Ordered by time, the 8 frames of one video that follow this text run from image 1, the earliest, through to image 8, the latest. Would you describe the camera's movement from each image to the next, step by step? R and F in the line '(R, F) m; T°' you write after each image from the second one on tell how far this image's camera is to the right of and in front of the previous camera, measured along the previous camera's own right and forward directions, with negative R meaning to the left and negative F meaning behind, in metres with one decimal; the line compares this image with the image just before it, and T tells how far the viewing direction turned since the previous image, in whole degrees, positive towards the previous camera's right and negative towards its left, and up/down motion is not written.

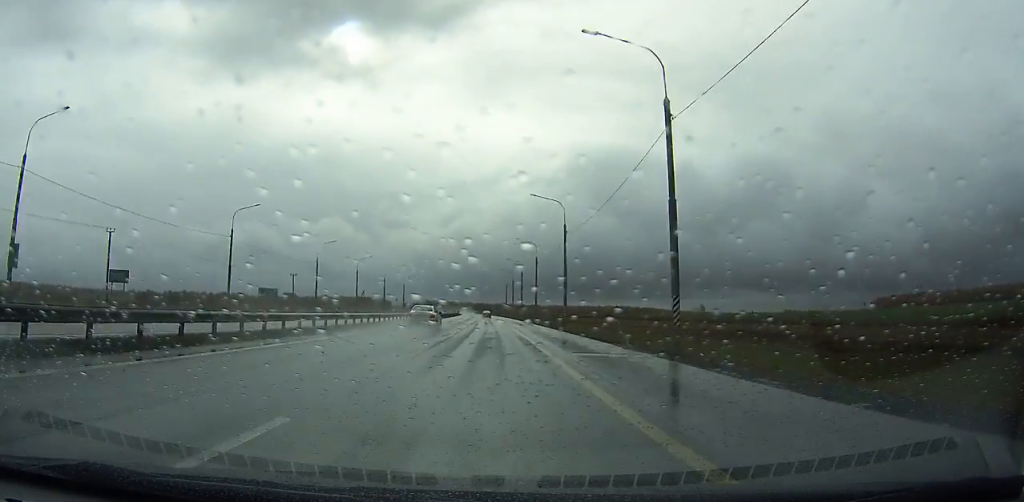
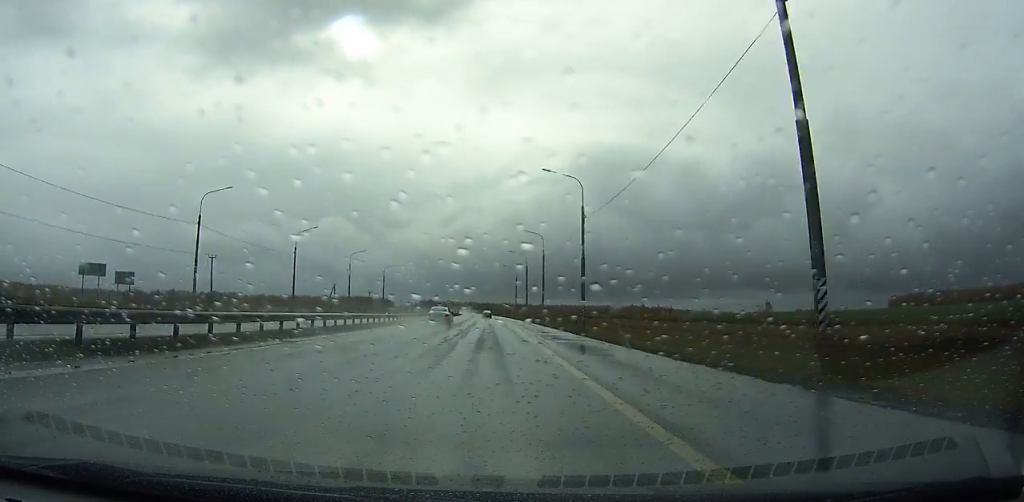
(-0.1, +39.0) m; -1°
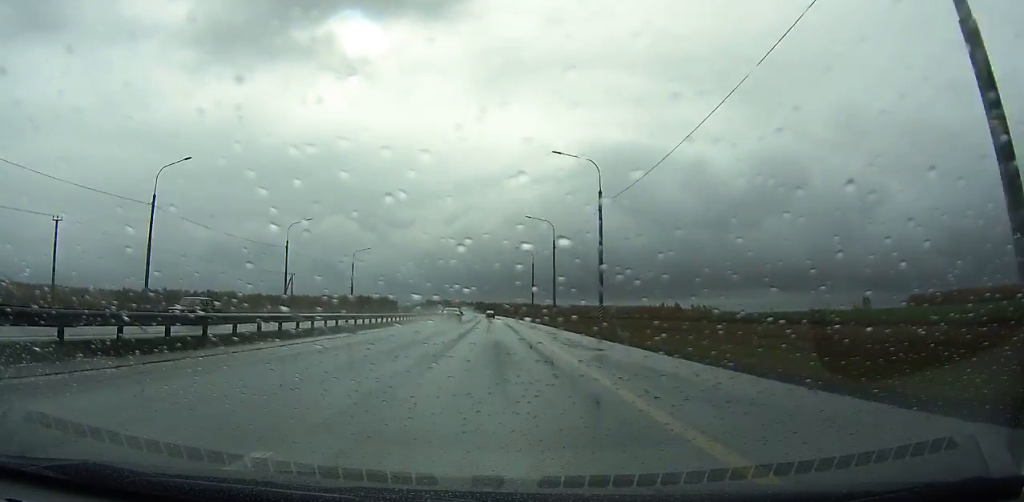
(-0.3, +36.2) m; 0°
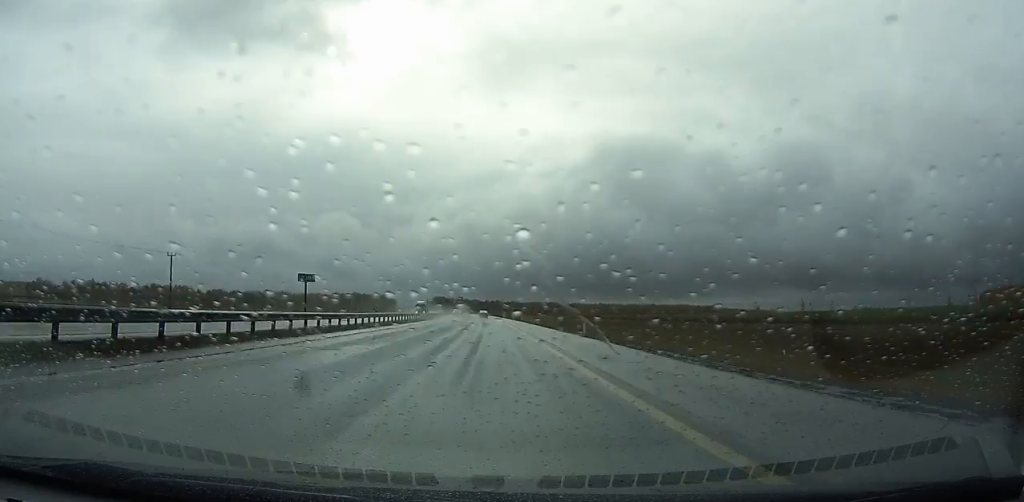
(-2.5, +158.1) m; -2°
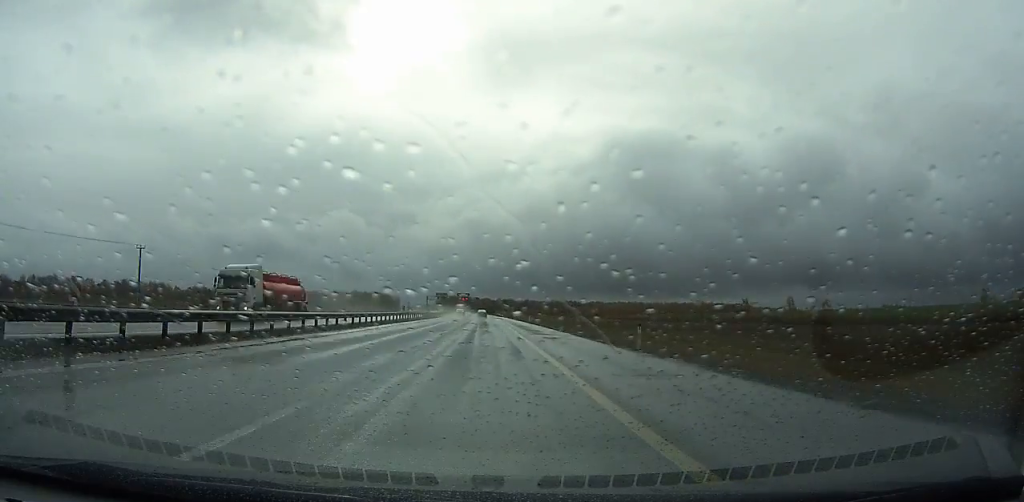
(-0.4, +66.1) m; -1°
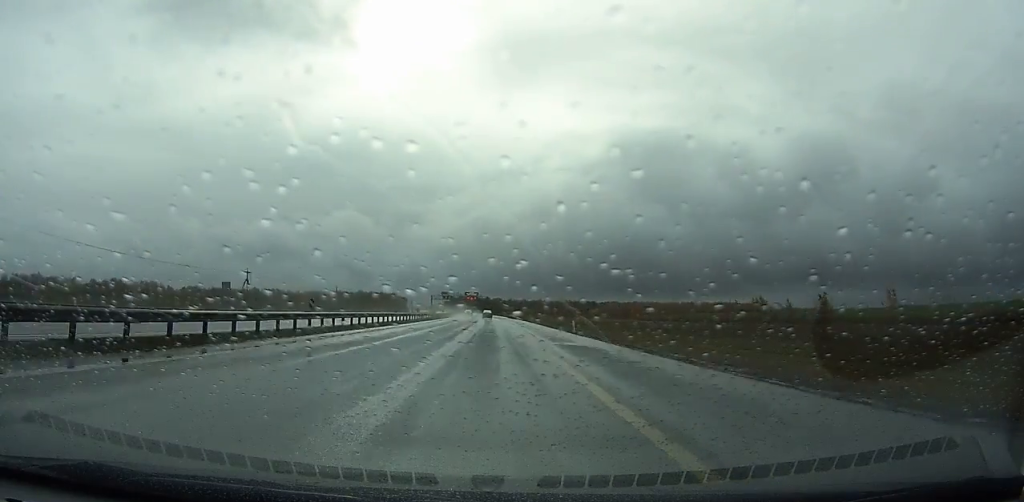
(-0.6, +32.9) m; -1°
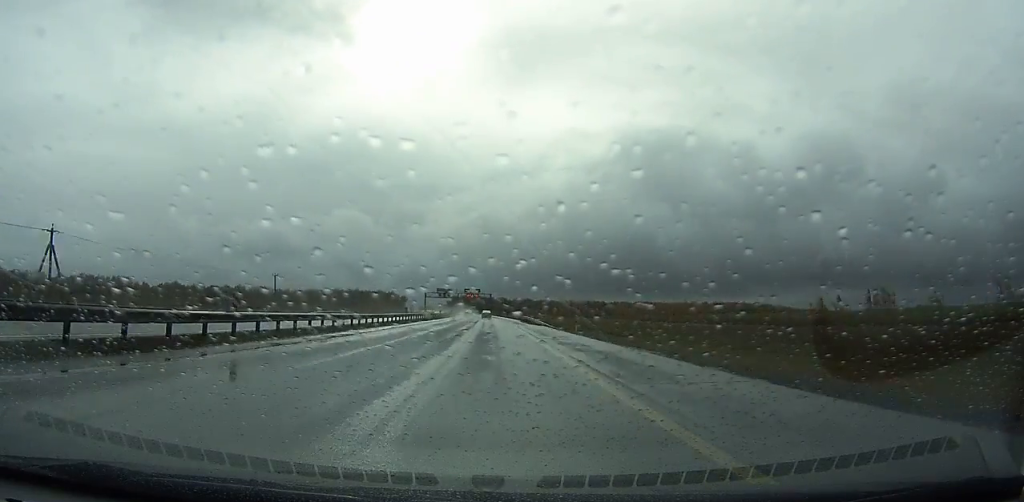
(-0.3, +46.5) m; -1°
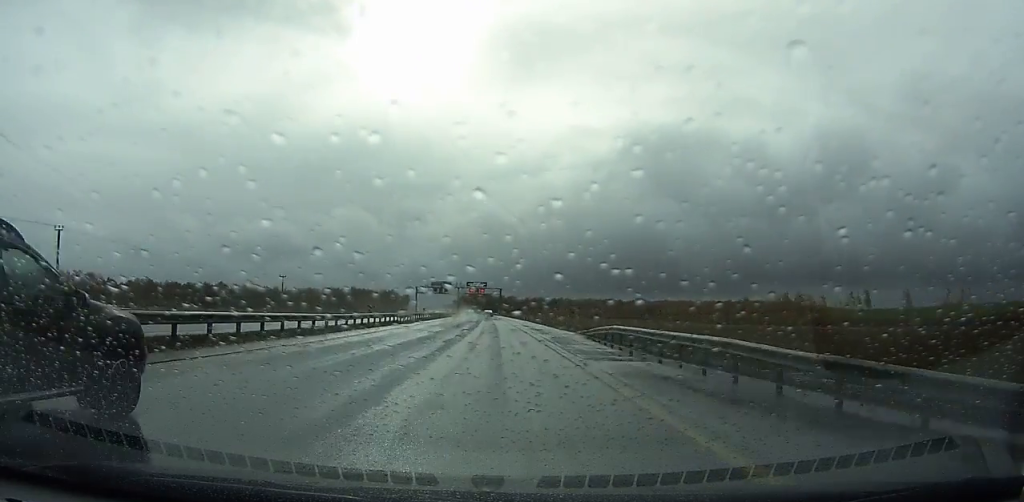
(-0.4, +59.7) m; -1°
